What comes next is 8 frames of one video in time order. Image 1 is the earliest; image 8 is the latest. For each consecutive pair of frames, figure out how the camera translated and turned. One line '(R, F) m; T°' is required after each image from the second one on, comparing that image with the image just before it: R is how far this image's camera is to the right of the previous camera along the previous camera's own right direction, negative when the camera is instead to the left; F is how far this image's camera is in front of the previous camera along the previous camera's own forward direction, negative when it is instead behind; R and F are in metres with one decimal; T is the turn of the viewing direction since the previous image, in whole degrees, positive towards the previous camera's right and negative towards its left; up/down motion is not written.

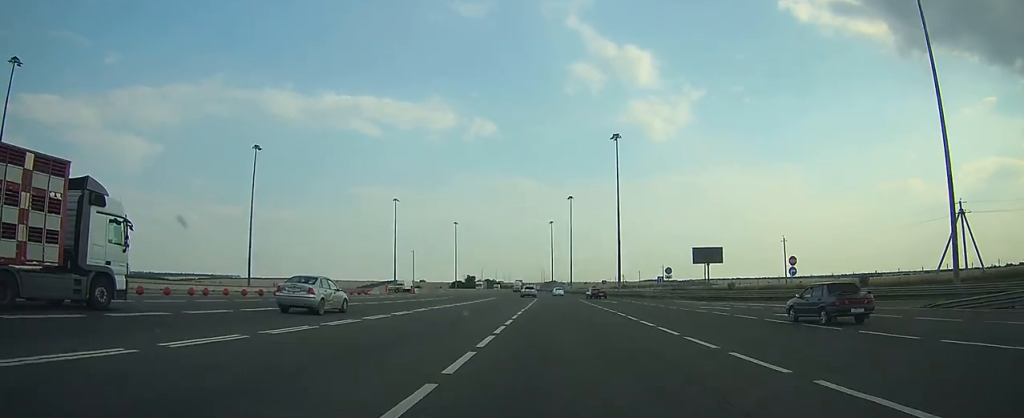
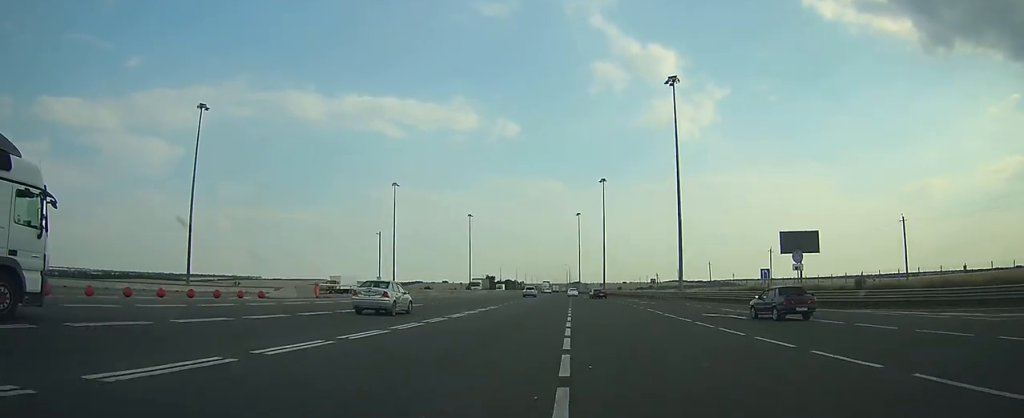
(-0.1, +29.1) m; -1°
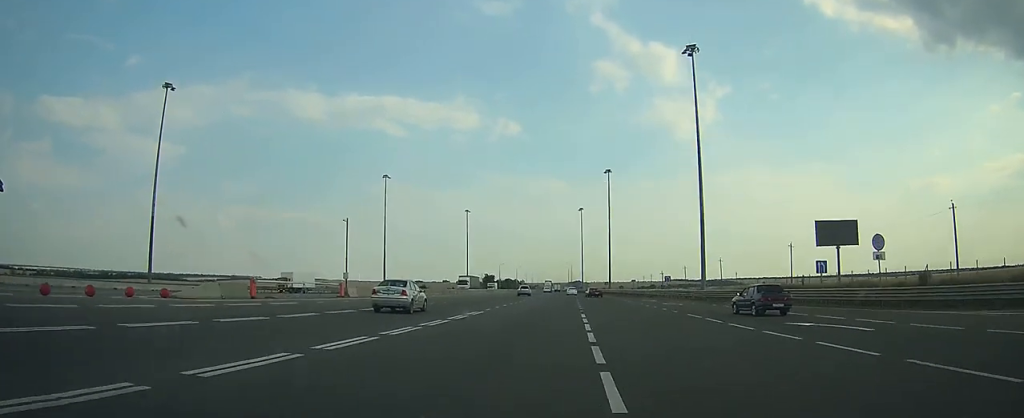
(0.0, +10.1) m; 0°
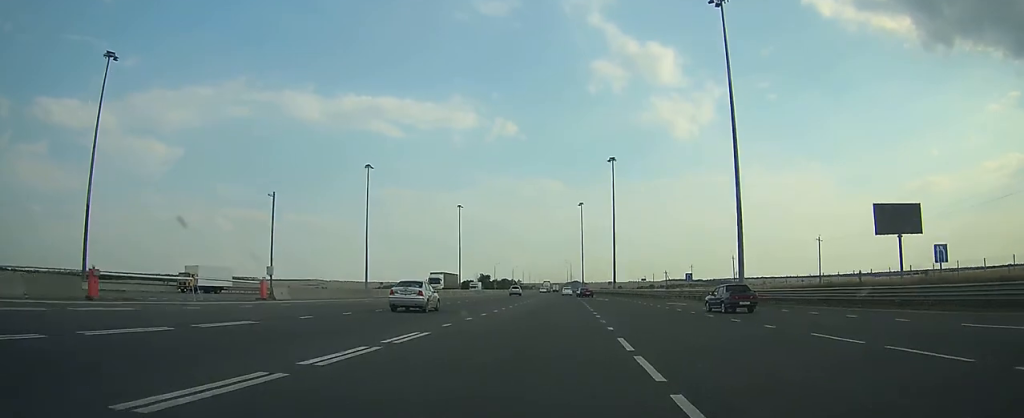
(-0.1, +13.5) m; 0°
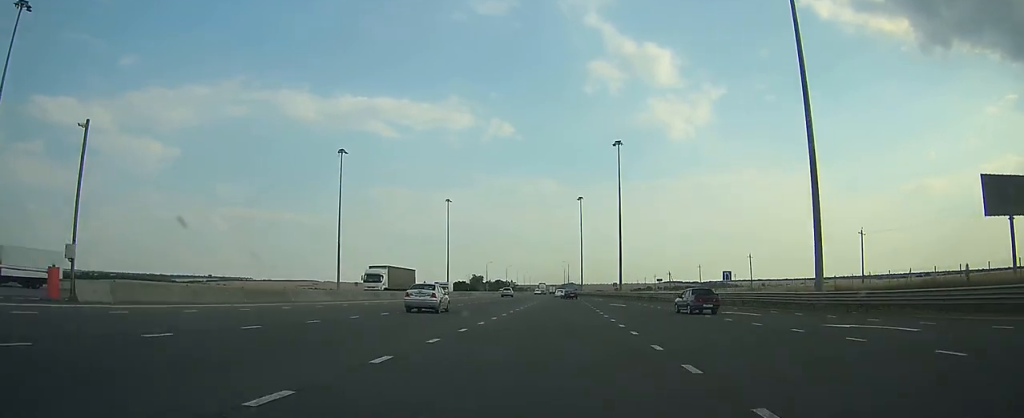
(+0.1, +16.6) m; +1°
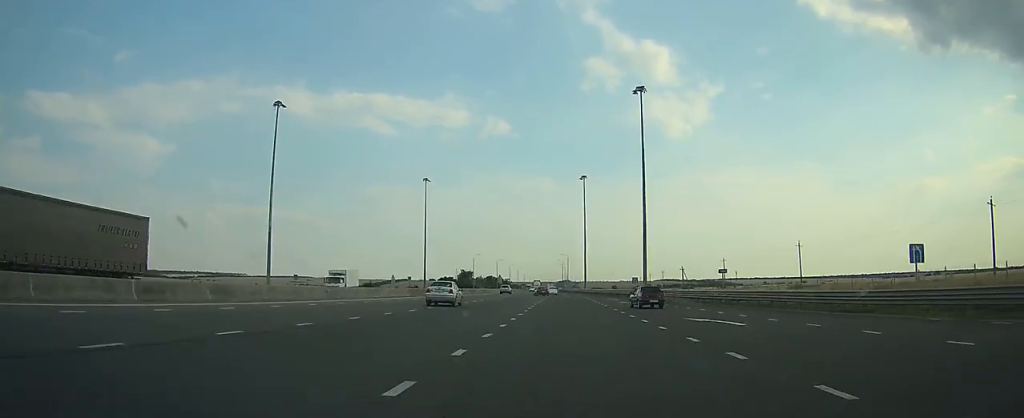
(+0.6, +31.2) m; +1°
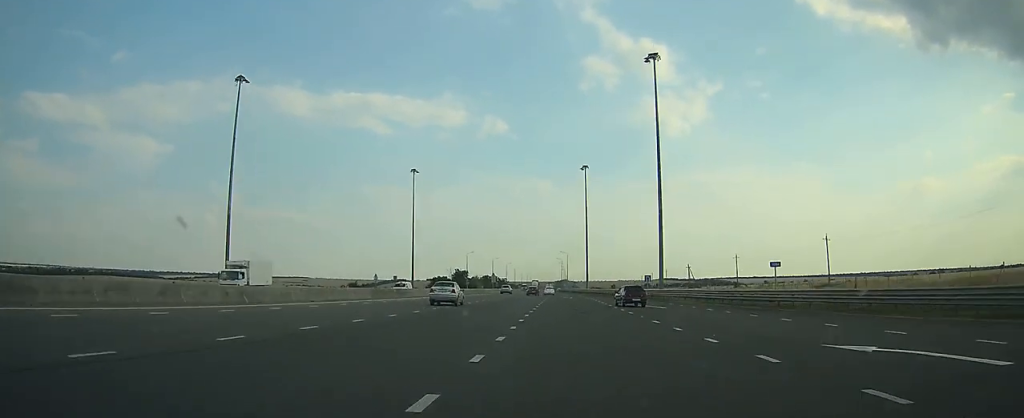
(0.0, +12.7) m; 0°
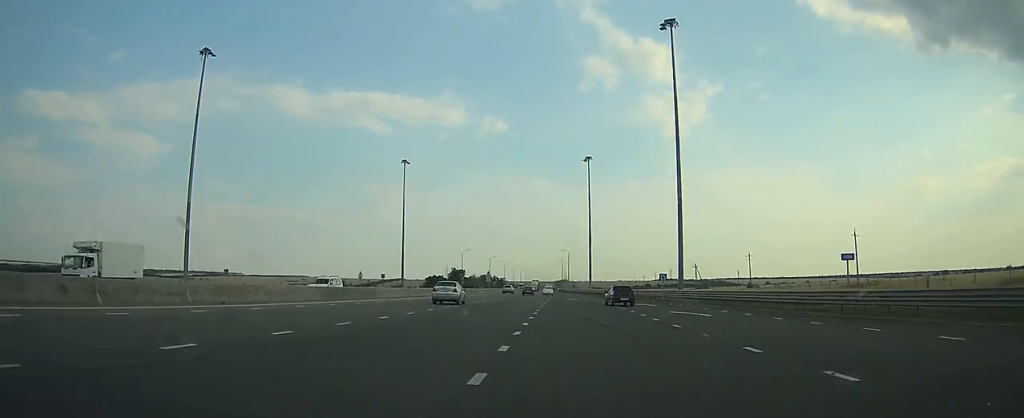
(0.0, +10.4) m; 0°
